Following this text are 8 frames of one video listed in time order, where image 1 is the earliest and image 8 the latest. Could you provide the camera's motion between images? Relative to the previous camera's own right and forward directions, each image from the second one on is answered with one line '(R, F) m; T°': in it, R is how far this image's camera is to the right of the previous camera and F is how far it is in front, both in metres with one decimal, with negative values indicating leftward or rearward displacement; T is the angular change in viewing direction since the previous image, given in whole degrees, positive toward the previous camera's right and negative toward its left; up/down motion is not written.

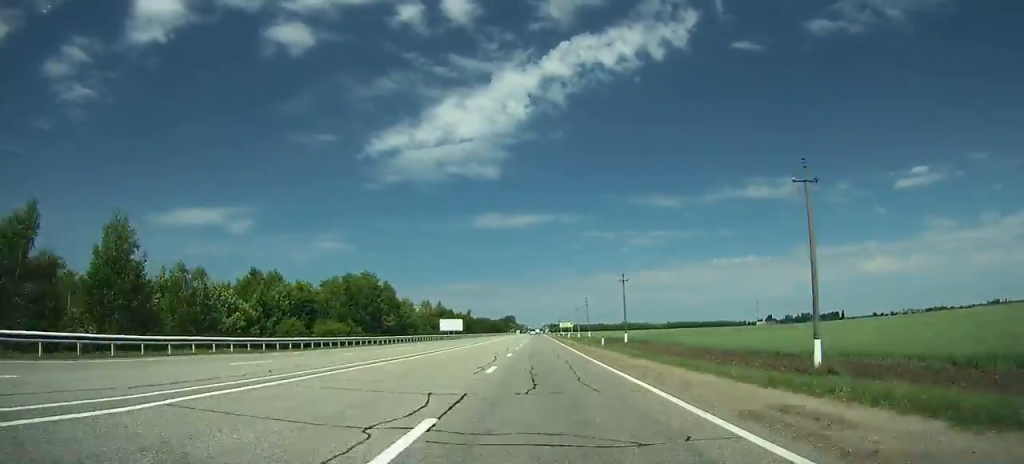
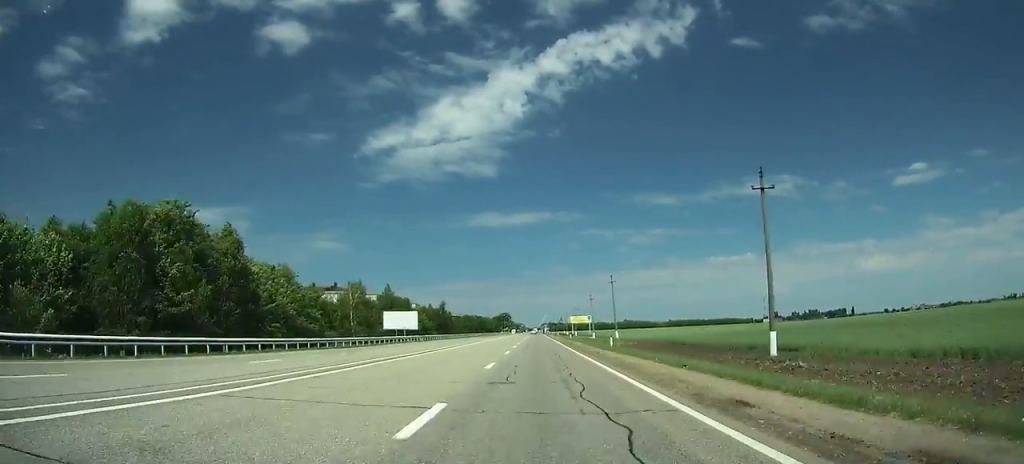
(-0.1, +59.4) m; 0°
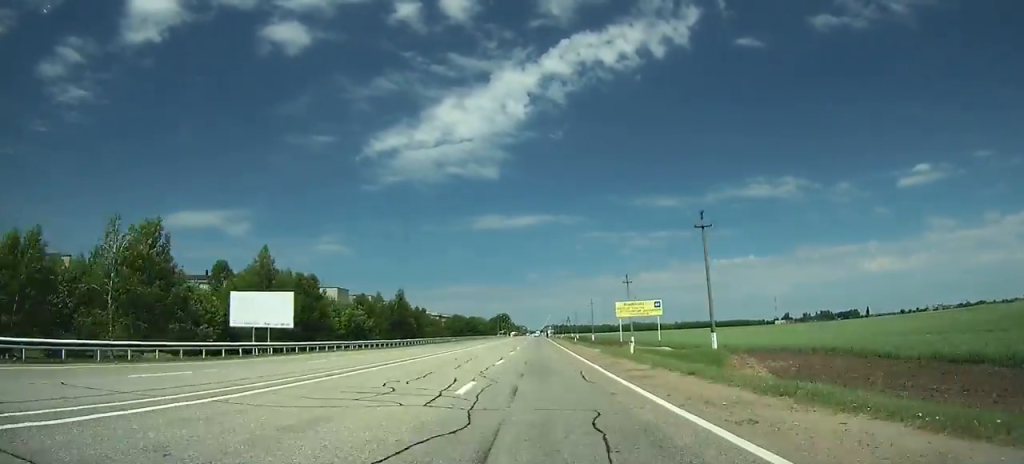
(-0.1, +54.7) m; 0°
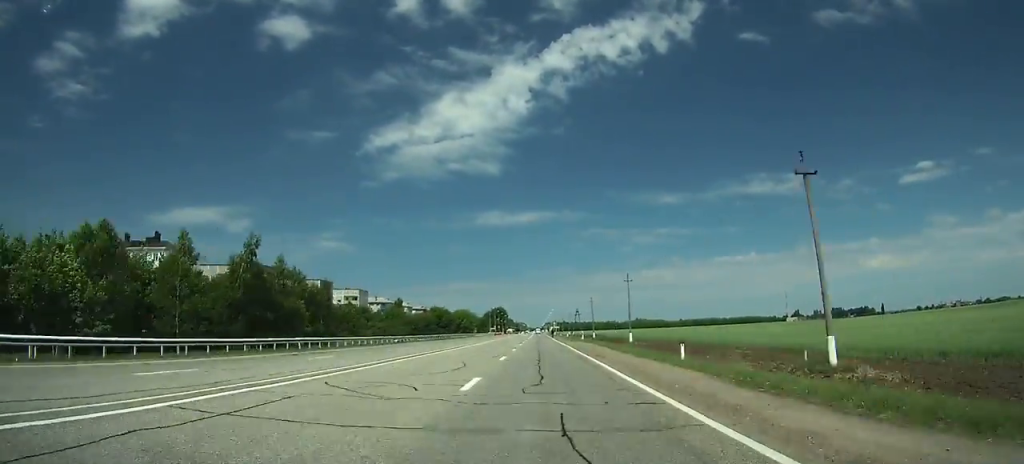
(-0.2, +61.5) m; 0°
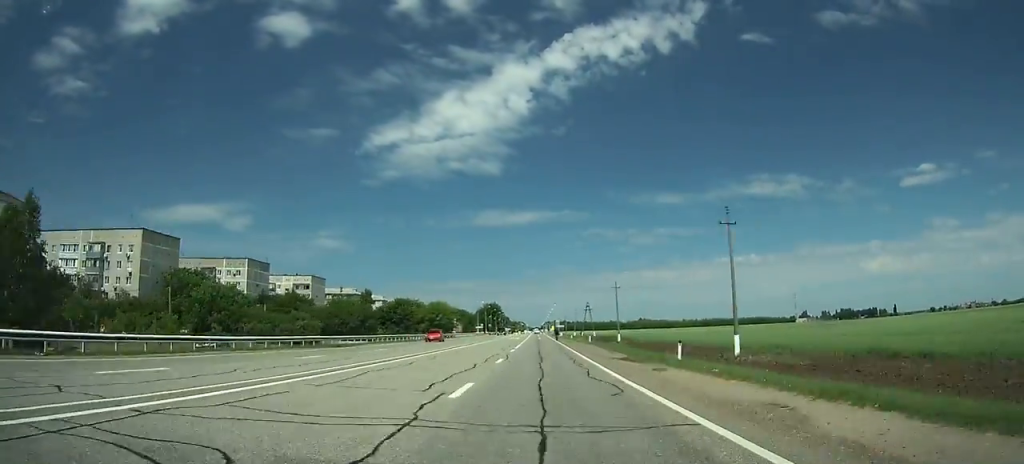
(-0.1, +50.3) m; 0°
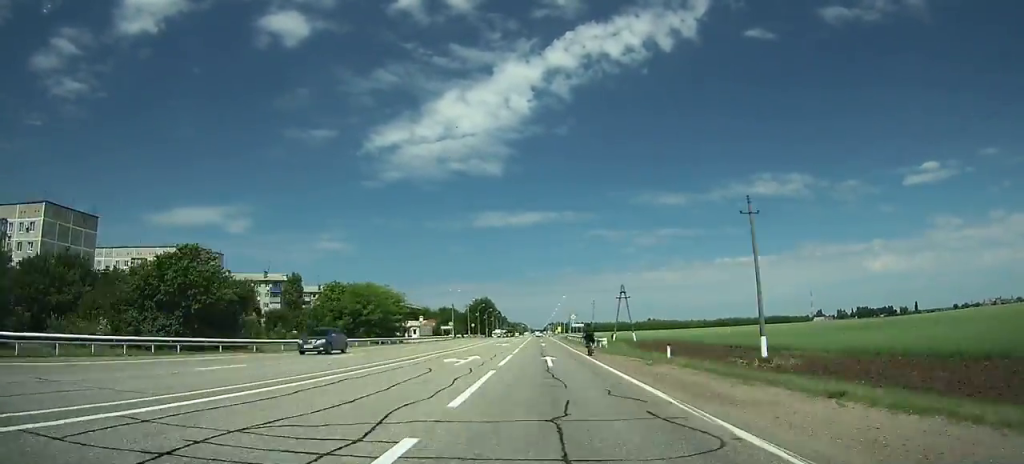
(+0.2, +68.6) m; 0°
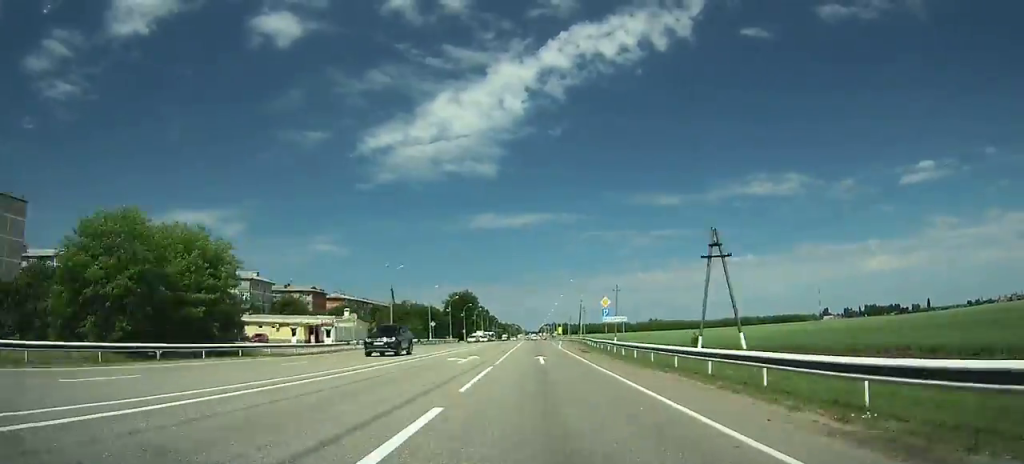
(-0.1, +58.6) m; 0°
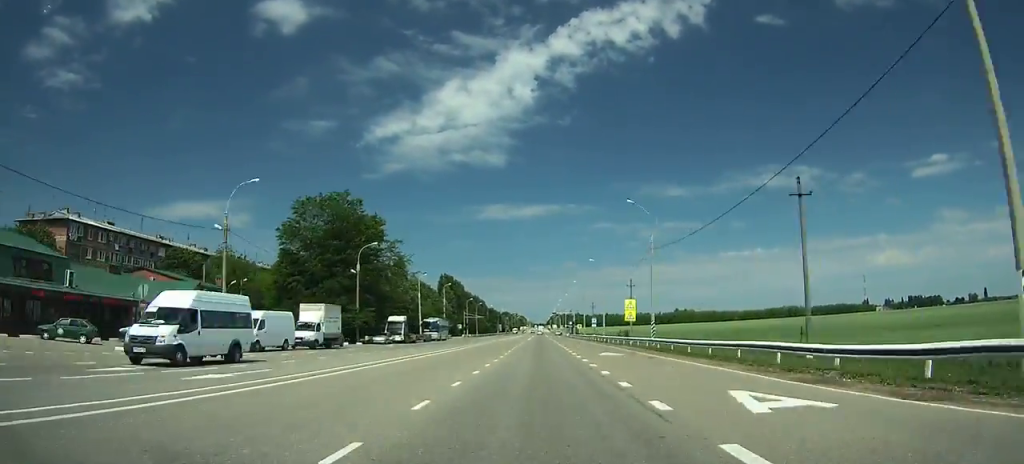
(-0.1, +142.6) m; 0°
